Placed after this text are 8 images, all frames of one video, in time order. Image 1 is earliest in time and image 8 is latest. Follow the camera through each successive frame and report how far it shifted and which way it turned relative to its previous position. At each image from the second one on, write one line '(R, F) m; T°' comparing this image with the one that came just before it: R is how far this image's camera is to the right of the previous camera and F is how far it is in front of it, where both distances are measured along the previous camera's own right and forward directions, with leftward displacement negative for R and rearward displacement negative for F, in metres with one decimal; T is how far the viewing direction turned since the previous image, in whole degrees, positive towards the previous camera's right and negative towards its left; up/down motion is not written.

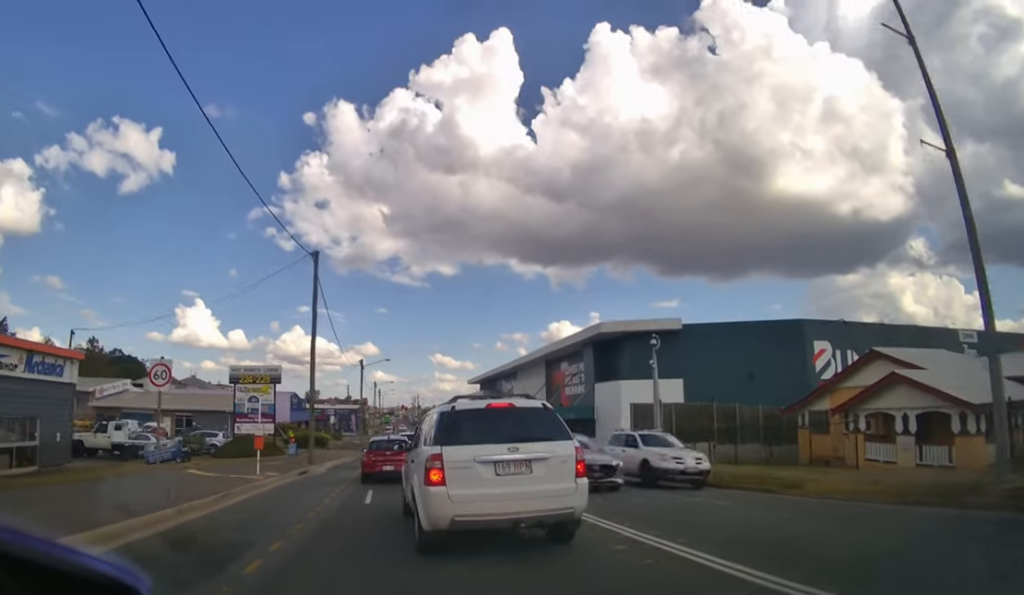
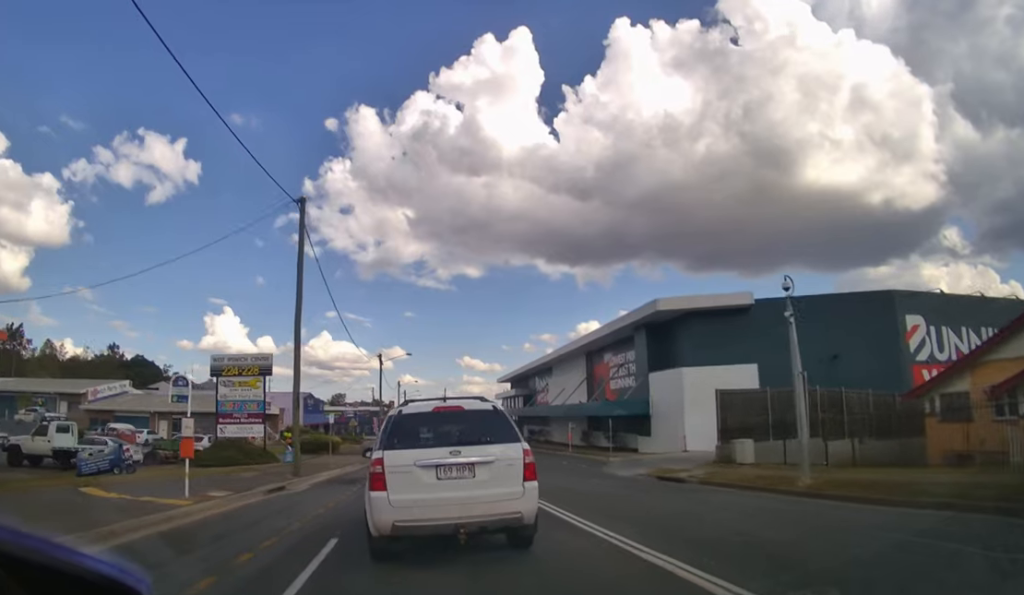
(-0.1, +6.9) m; -3°
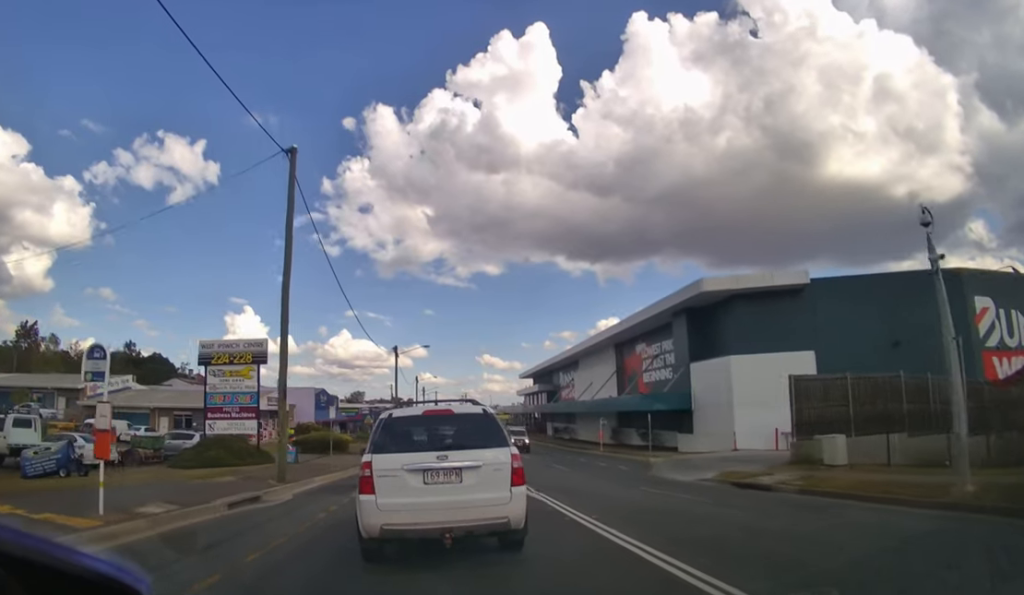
(-0.1, +3.8) m; -2°
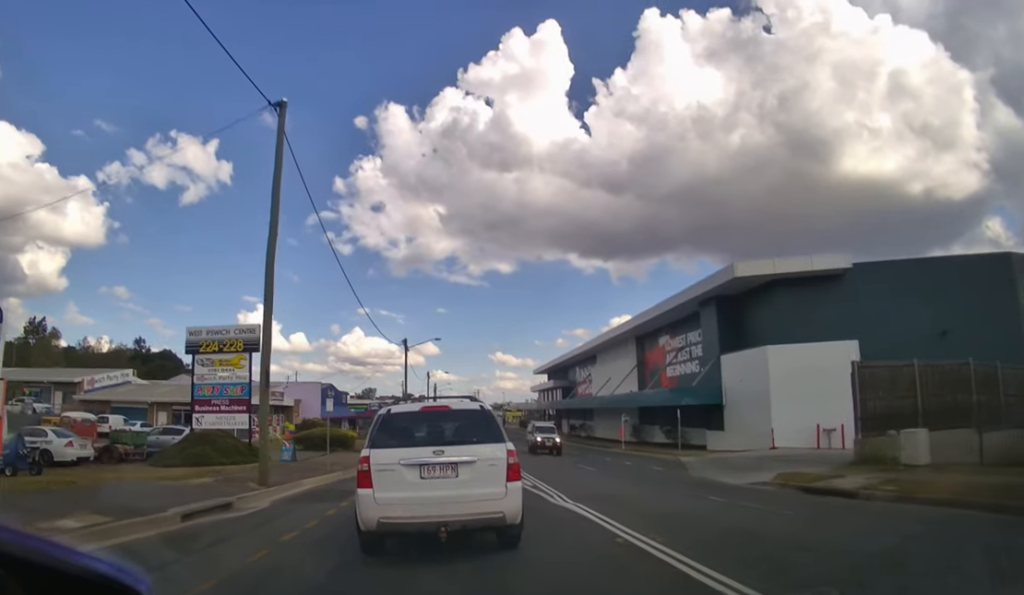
(0.0, +2.4) m; -1°
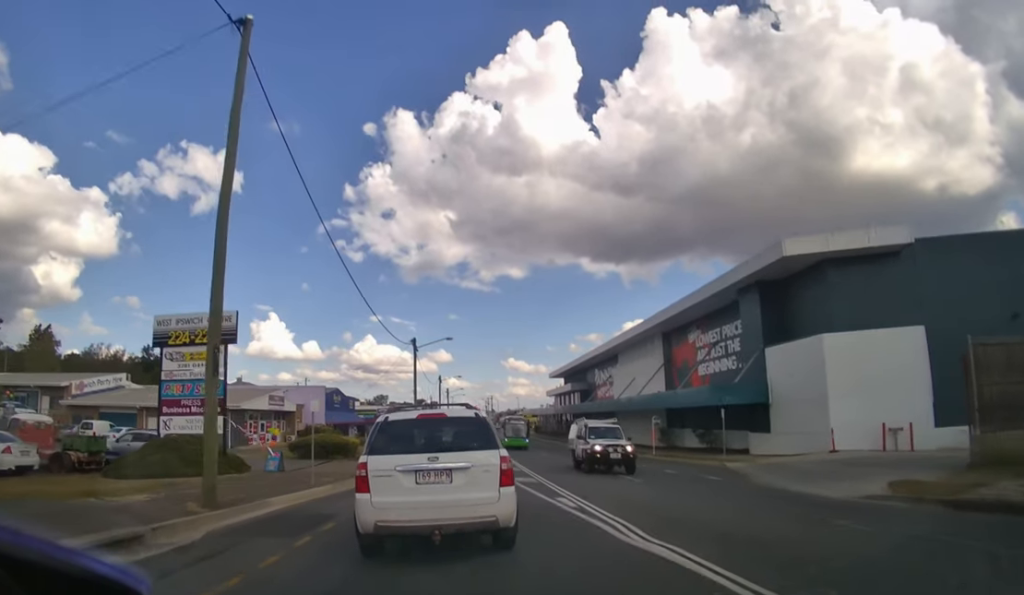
(-0.1, +3.6) m; -1°
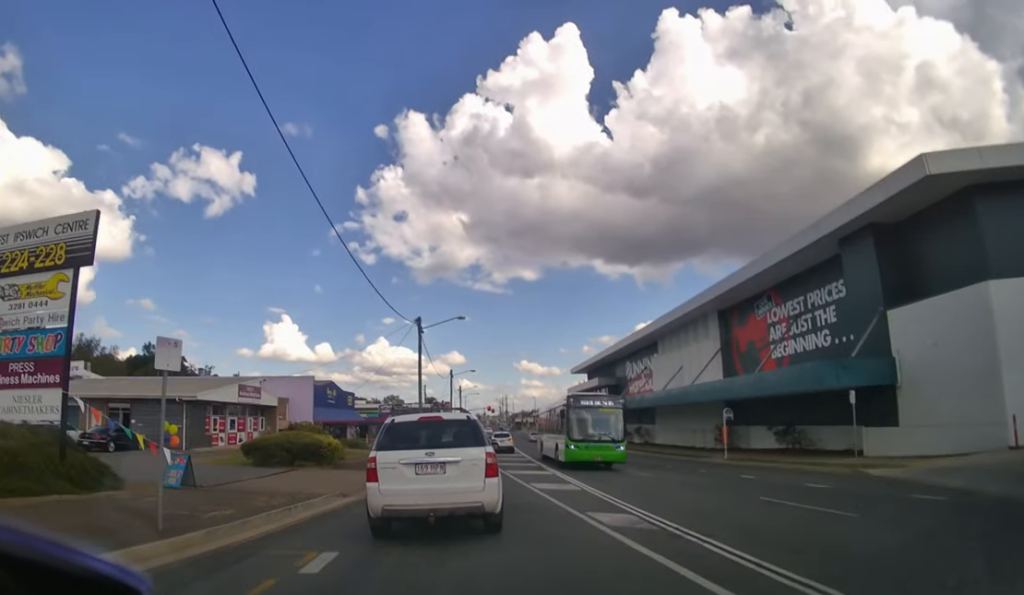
(0.0, +7.9) m; -1°
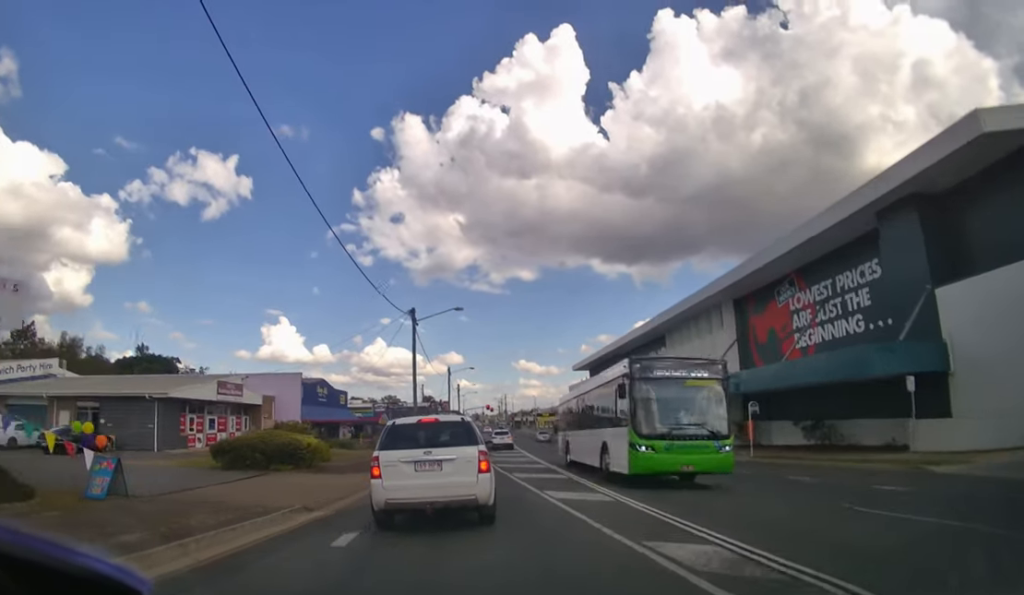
(0.0, +2.4) m; 0°
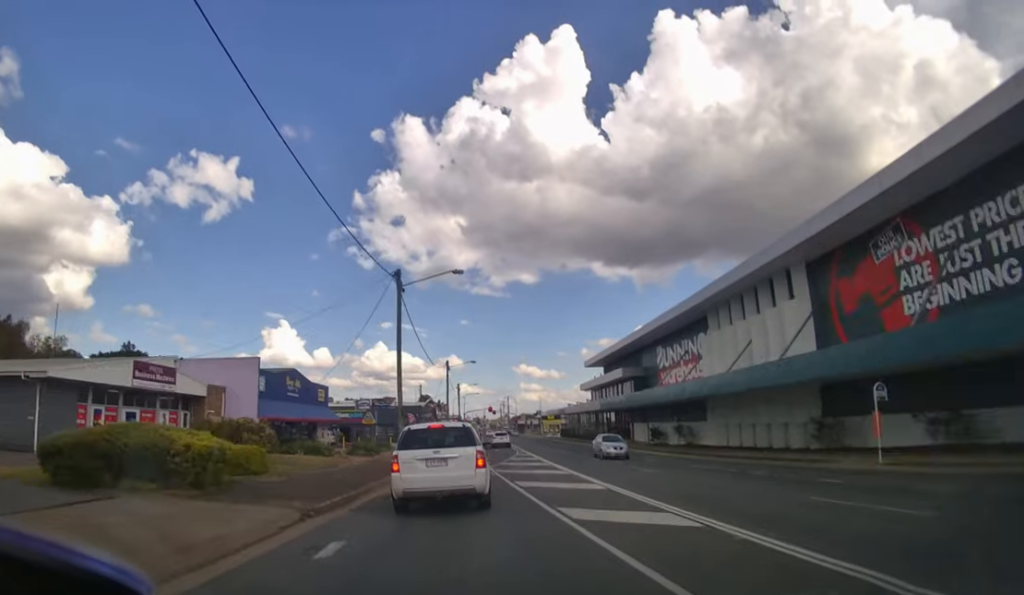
(-0.1, +7.8) m; -1°
